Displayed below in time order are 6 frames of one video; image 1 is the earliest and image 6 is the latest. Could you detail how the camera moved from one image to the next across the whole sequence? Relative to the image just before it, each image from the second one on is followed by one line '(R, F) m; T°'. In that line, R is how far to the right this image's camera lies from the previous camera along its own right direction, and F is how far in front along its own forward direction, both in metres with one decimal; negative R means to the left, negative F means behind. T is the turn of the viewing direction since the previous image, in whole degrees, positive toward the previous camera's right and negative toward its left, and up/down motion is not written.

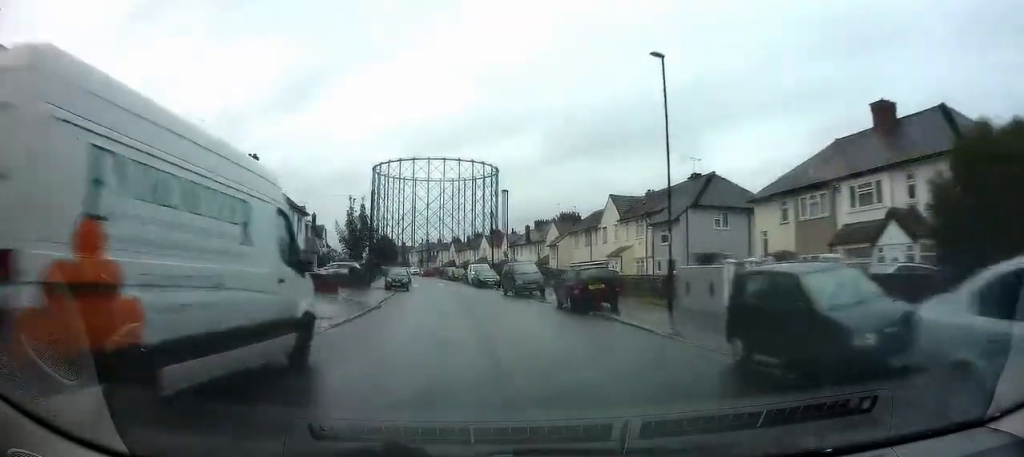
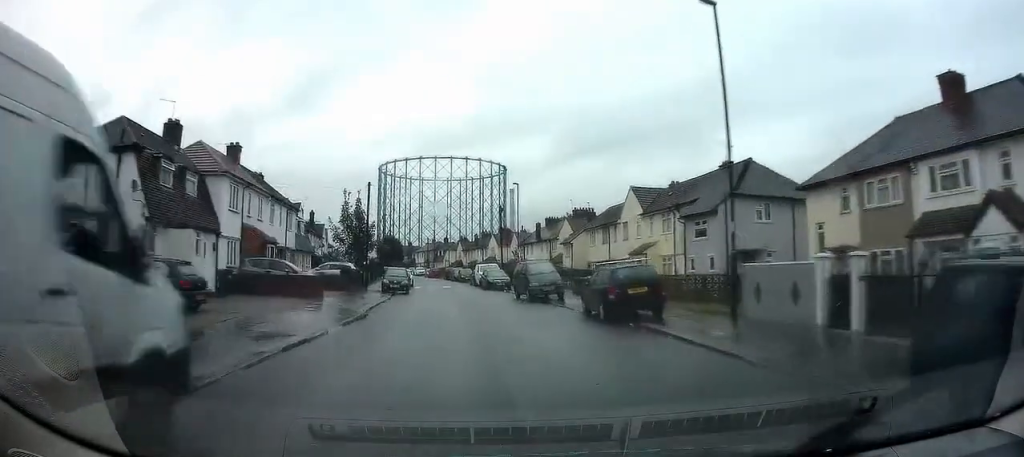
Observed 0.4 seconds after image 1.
(0.0, +4.3) m; -1°
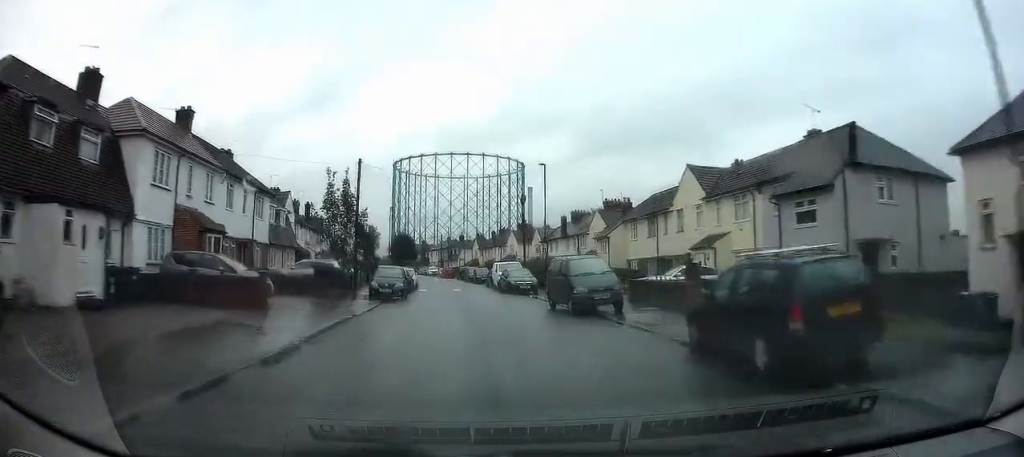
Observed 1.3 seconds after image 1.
(-0.2, +8.5) m; -1°
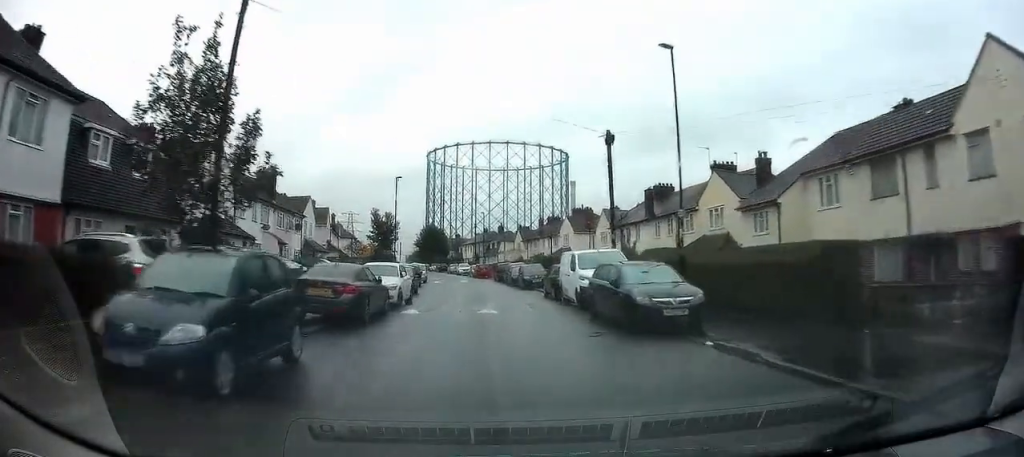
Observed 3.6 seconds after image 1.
(-1.0, +21.4) m; -5°
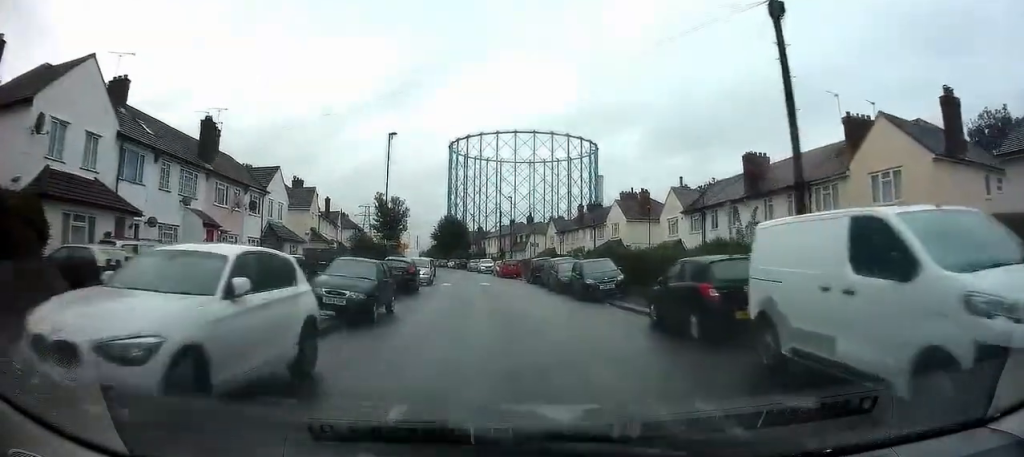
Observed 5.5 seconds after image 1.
(0.0, +16.3) m; -2°
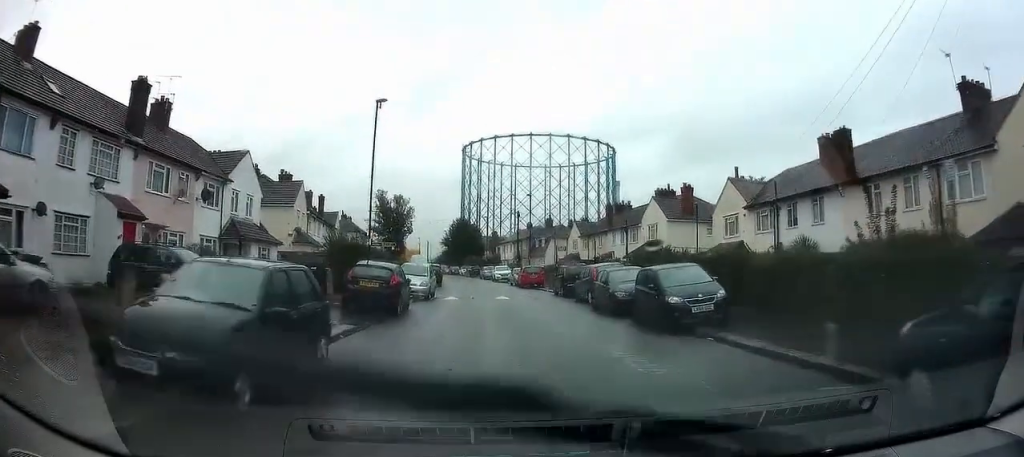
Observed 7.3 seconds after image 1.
(-0.3, +11.0) m; 0°
